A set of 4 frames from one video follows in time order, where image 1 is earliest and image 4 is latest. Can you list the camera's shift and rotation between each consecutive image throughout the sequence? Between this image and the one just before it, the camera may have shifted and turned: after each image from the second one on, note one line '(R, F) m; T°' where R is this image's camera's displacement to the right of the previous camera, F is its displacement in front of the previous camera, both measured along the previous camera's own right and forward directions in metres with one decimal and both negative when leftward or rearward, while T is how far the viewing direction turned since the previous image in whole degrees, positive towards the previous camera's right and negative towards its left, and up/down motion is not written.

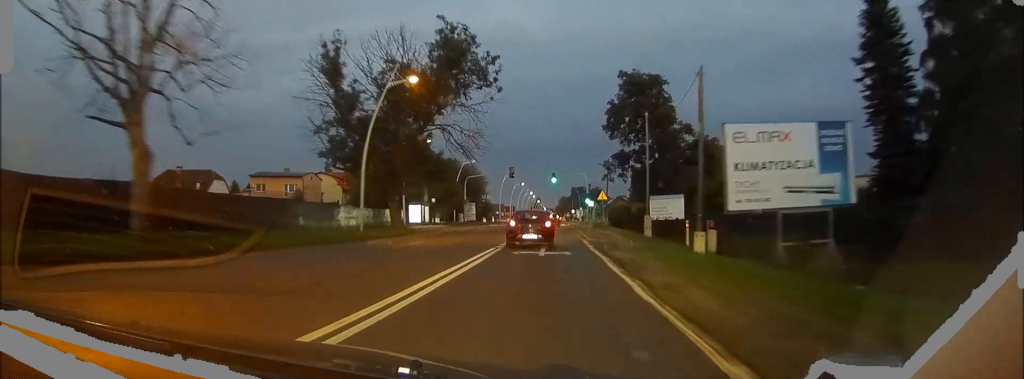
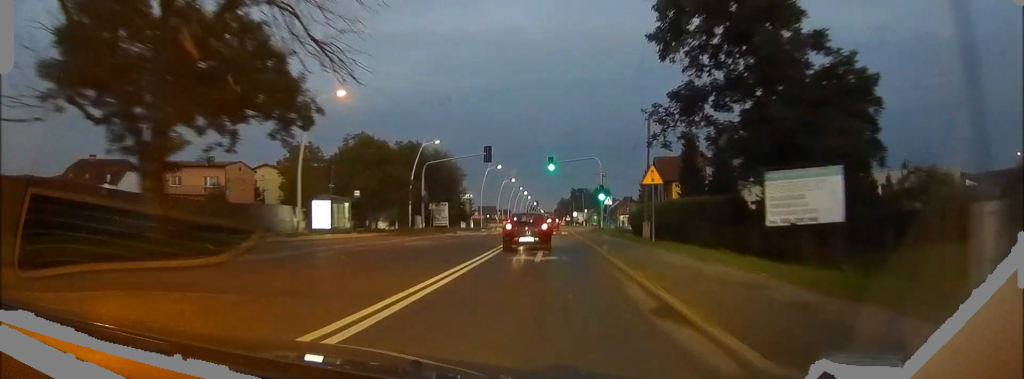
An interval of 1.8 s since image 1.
(+0.1, +29.1) m; 0°
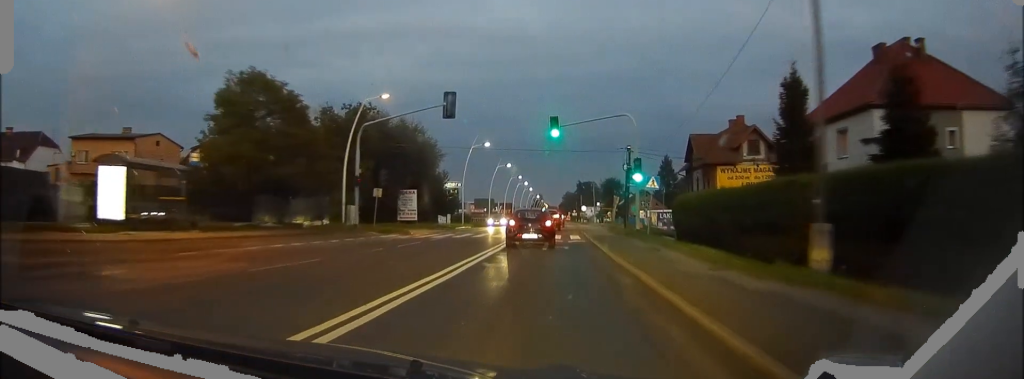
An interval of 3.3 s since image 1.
(-0.2, +23.2) m; -1°
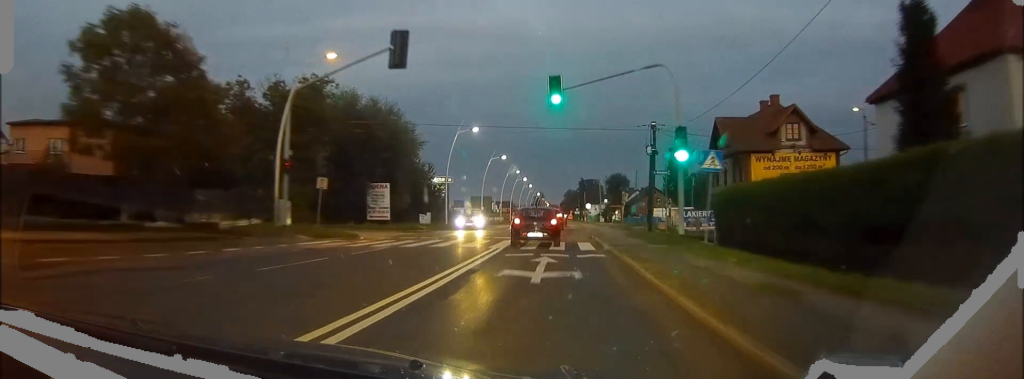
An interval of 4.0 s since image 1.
(0.0, +11.8) m; 0°
